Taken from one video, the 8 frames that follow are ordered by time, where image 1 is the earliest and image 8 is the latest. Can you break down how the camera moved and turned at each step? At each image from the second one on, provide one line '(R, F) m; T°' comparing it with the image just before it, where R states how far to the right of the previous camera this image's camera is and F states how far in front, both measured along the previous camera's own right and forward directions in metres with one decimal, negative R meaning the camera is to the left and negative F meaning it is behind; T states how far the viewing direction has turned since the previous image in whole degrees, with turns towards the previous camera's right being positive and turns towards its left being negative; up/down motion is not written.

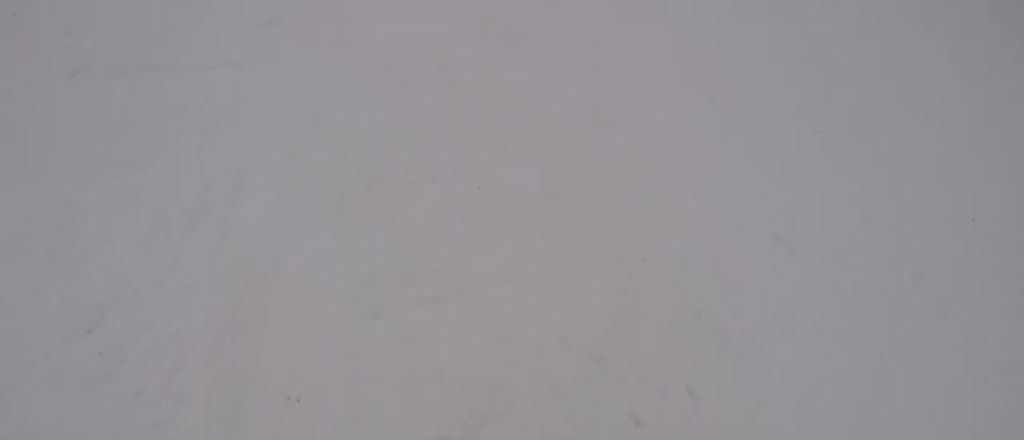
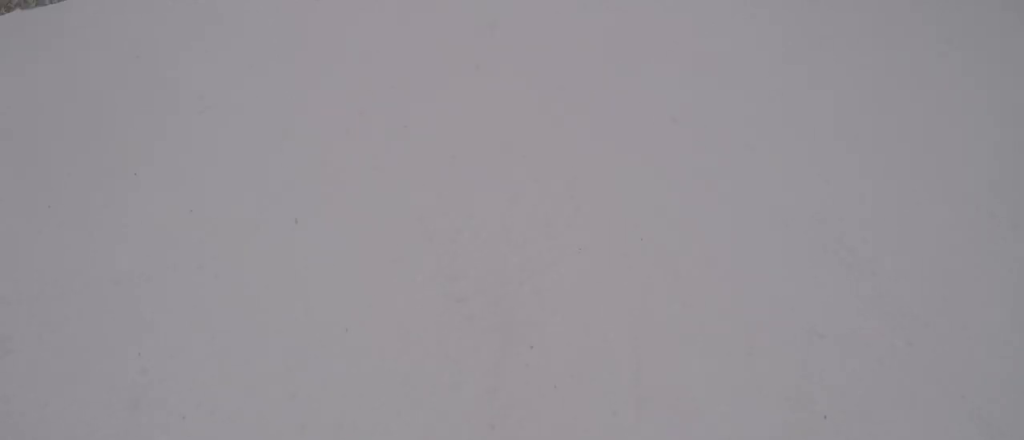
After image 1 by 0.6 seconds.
(-0.6, +2.8) m; -13°
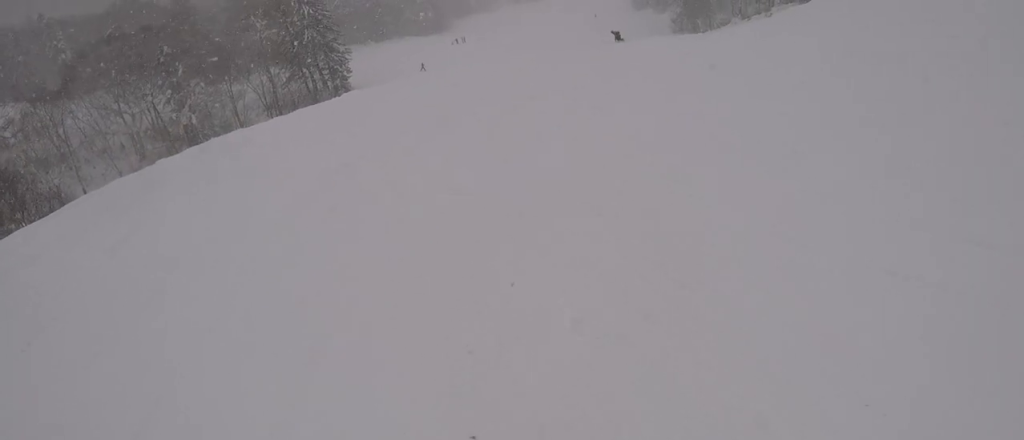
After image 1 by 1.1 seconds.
(-0.2, +2.8) m; +4°
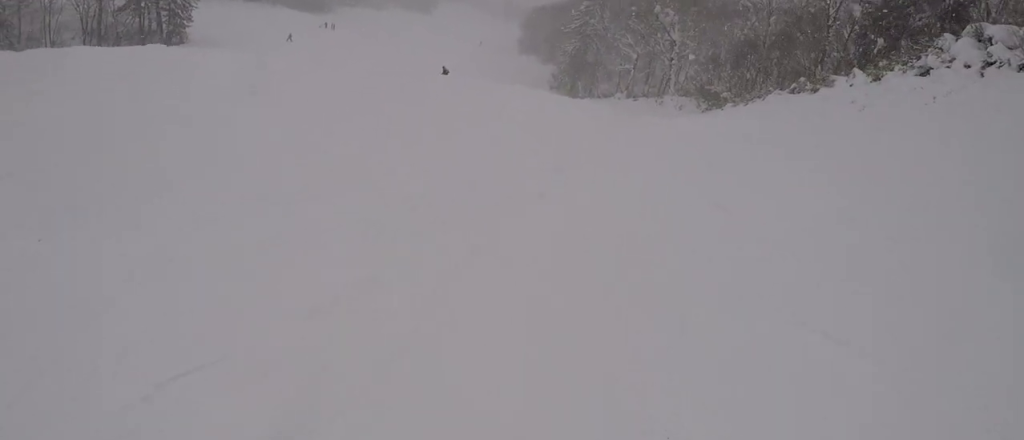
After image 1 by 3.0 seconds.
(+2.3, +10.6) m; +9°
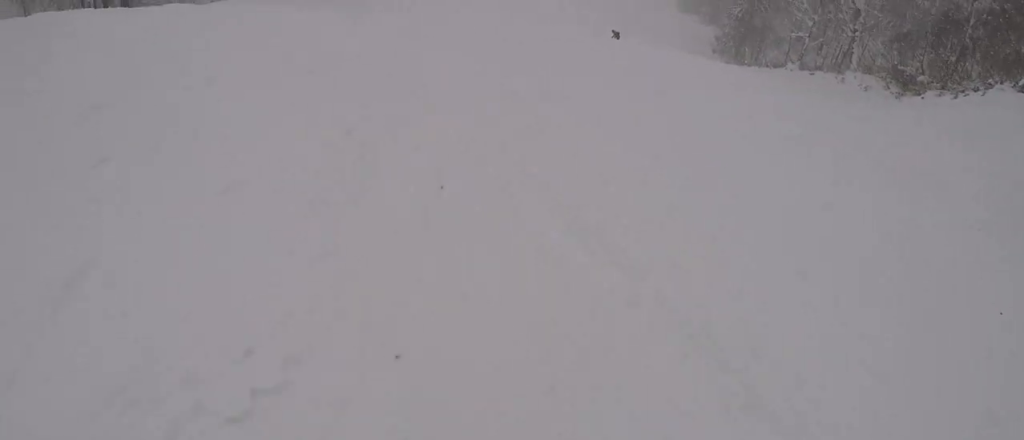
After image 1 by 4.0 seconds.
(-0.7, +5.0) m; -21°
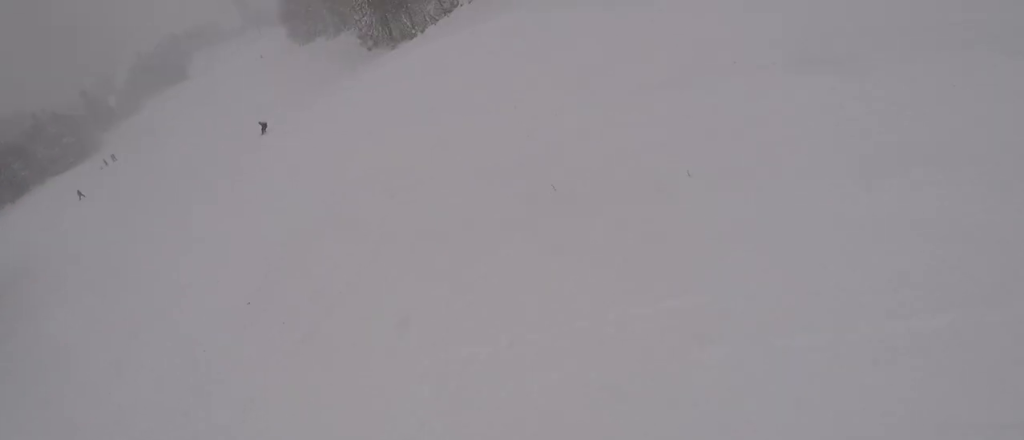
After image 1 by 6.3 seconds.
(+0.1, +12.6) m; +46°
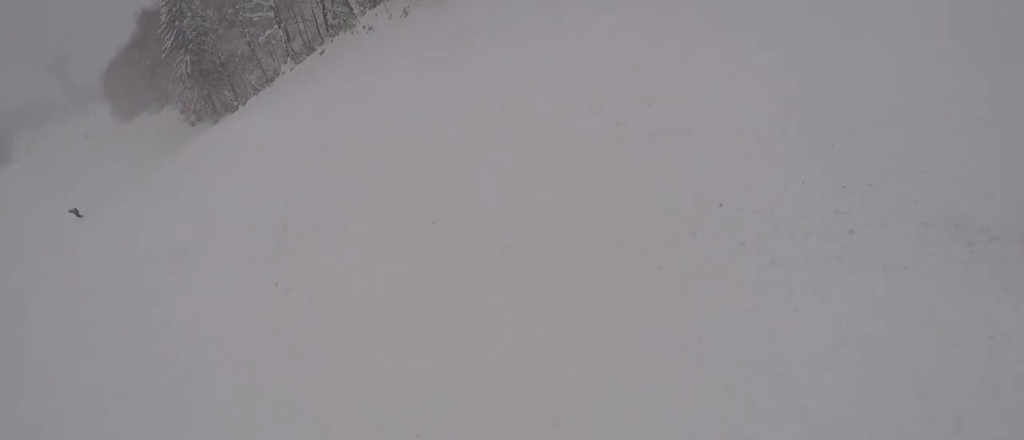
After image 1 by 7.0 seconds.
(+1.3, +4.2) m; +11°
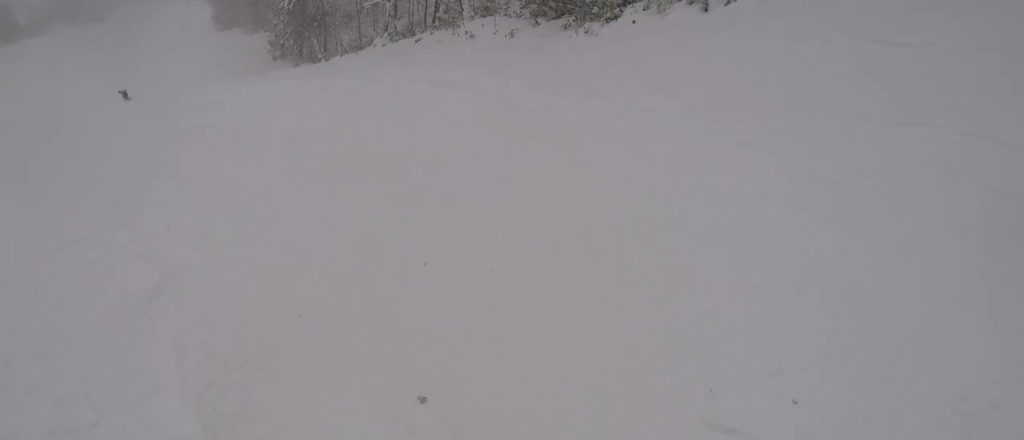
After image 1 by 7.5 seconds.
(+0.5, +3.4) m; +1°
